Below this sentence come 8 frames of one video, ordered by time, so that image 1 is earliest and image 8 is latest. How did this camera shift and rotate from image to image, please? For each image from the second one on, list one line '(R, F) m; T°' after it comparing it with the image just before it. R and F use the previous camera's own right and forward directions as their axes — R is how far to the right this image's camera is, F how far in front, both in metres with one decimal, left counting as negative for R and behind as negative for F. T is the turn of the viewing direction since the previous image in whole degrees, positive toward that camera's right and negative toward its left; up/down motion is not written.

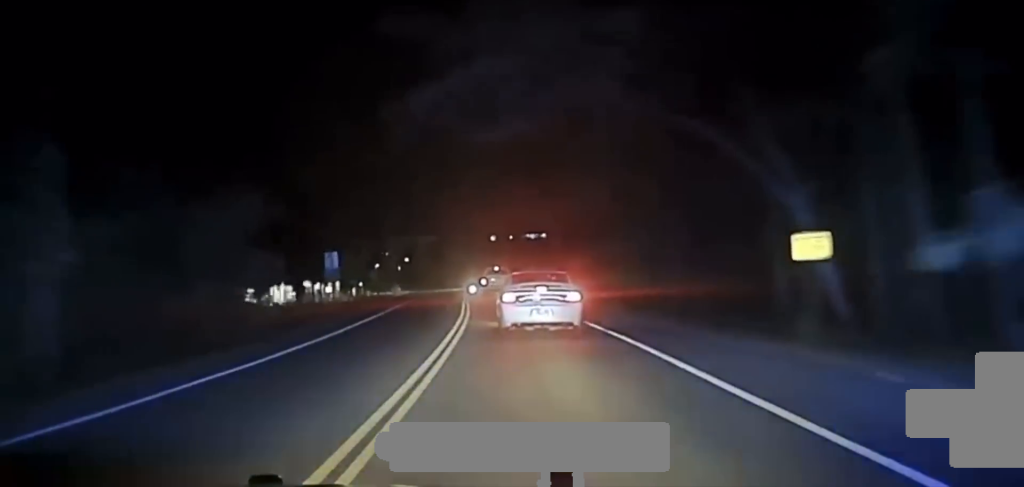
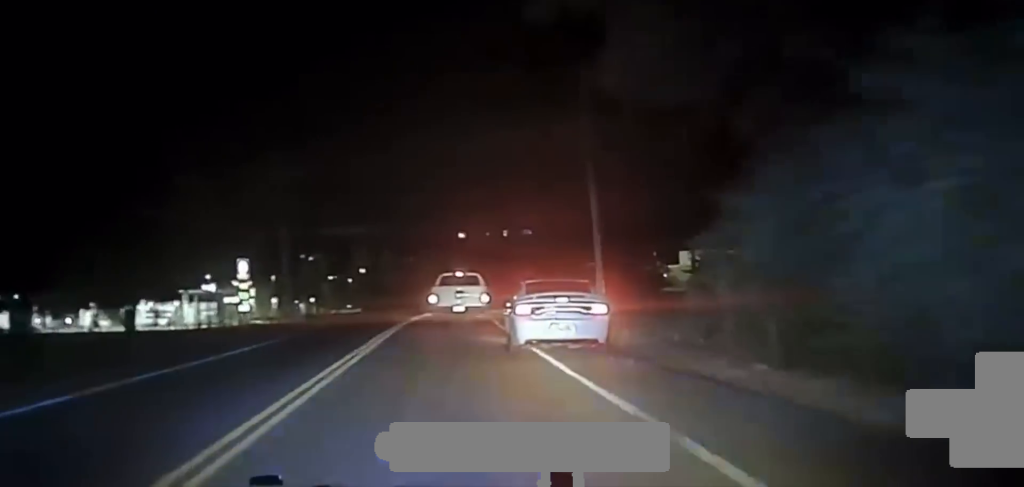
(-0.8, +33.6) m; +1°
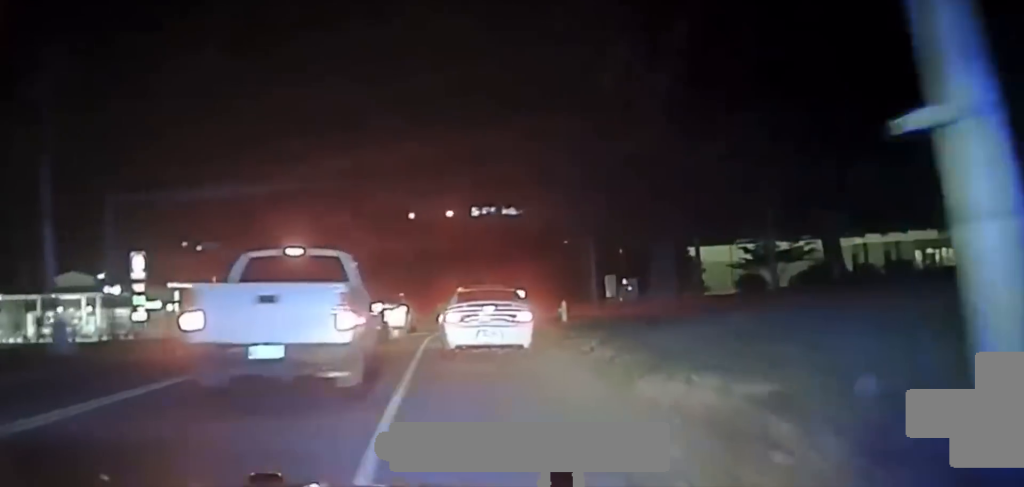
(+1.7, +25.5) m; +3°
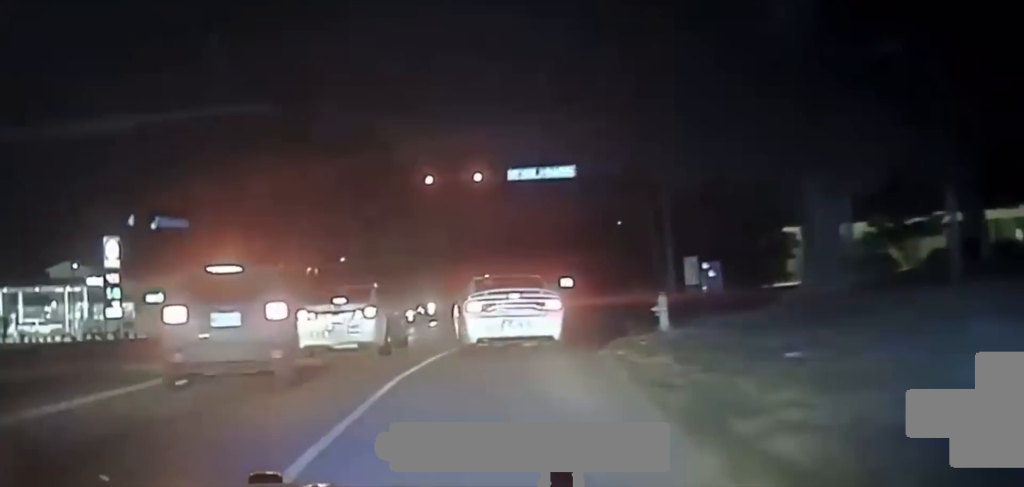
(-1.2, +13.0) m; -2°
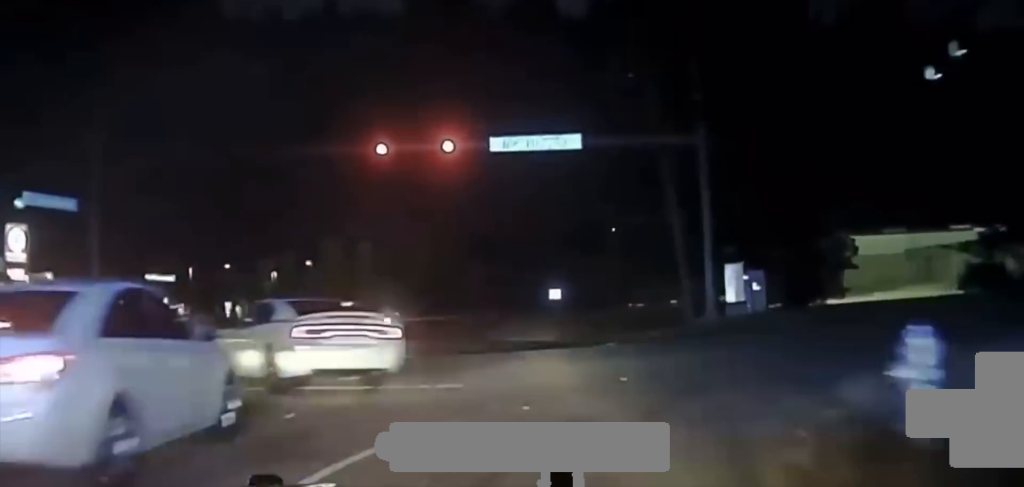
(+0.7, +10.3) m; -3°
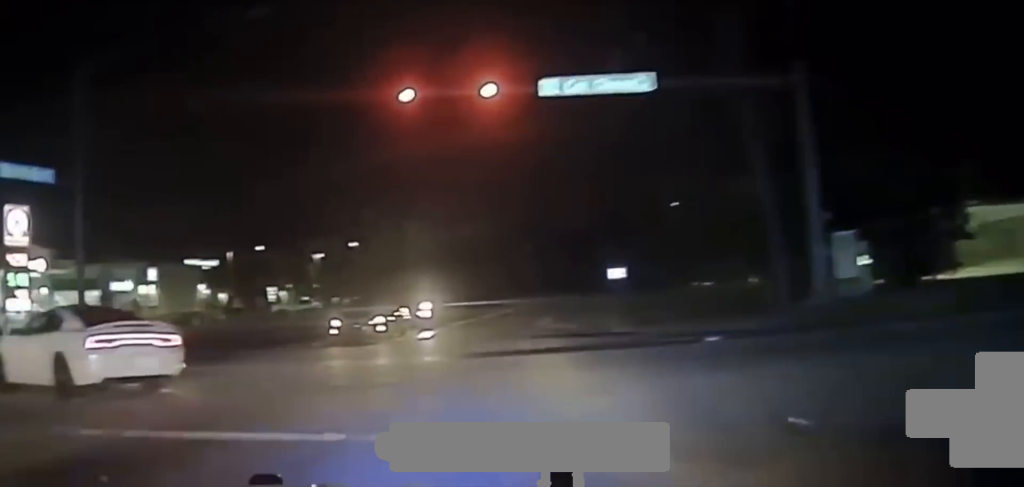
(-0.6, +6.7) m; -13°
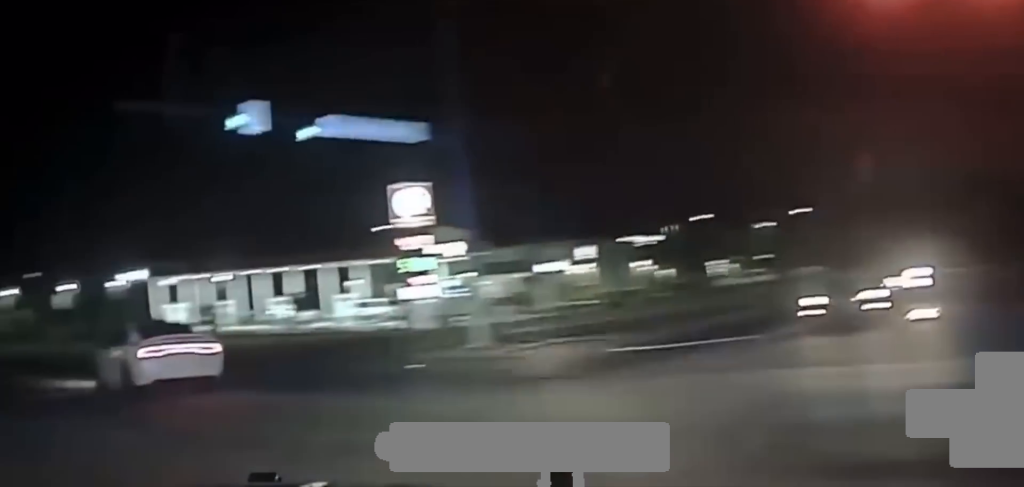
(-1.5, +9.4) m; -24°
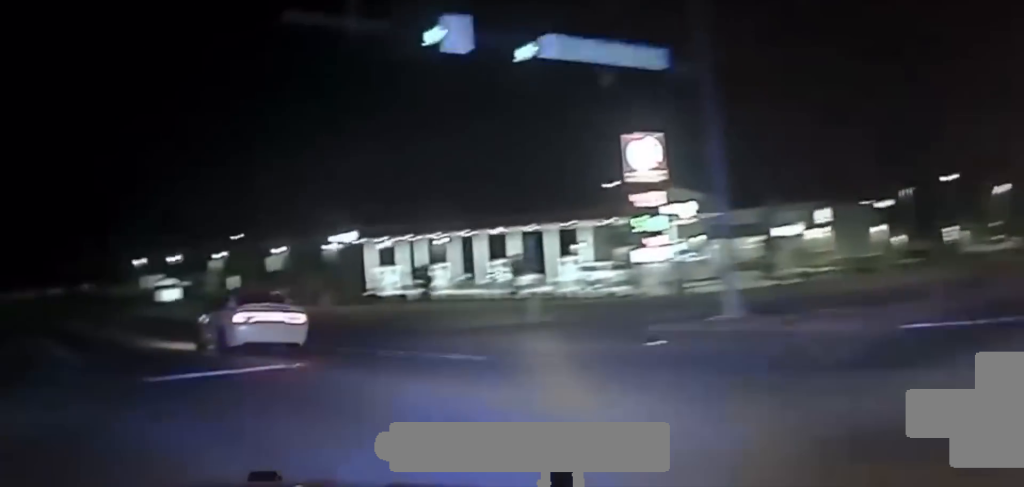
(-0.6, +5.3) m; -14°
